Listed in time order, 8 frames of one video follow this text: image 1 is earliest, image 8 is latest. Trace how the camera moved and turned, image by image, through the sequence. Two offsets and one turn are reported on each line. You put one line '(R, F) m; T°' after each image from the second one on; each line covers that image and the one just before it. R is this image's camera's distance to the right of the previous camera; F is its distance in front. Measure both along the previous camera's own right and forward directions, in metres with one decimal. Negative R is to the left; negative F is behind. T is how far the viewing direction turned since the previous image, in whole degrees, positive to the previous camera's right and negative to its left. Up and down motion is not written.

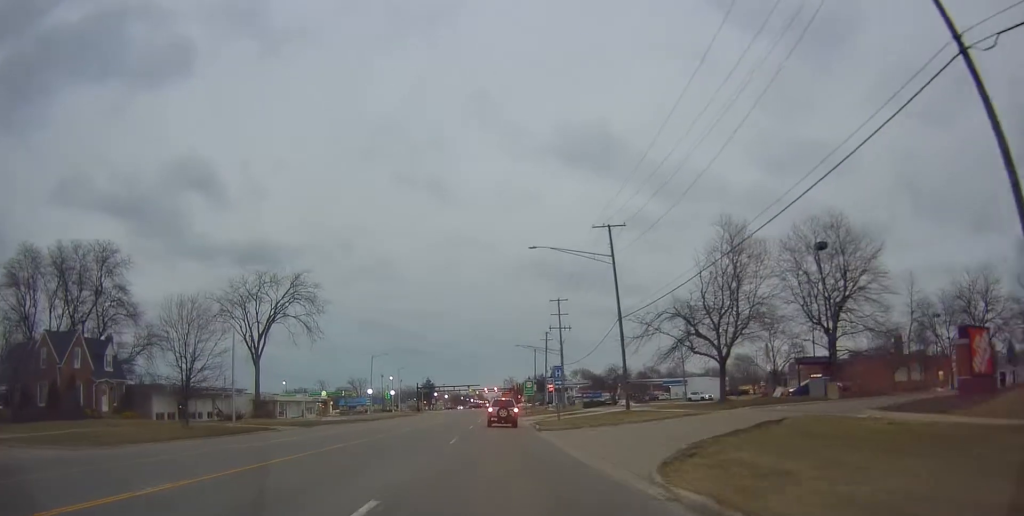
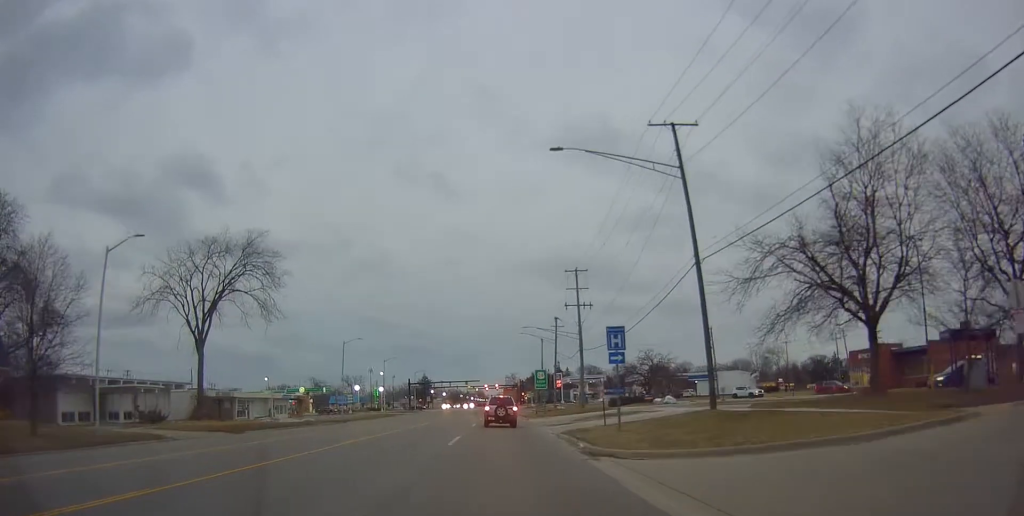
(-0.3, +16.4) m; +1°
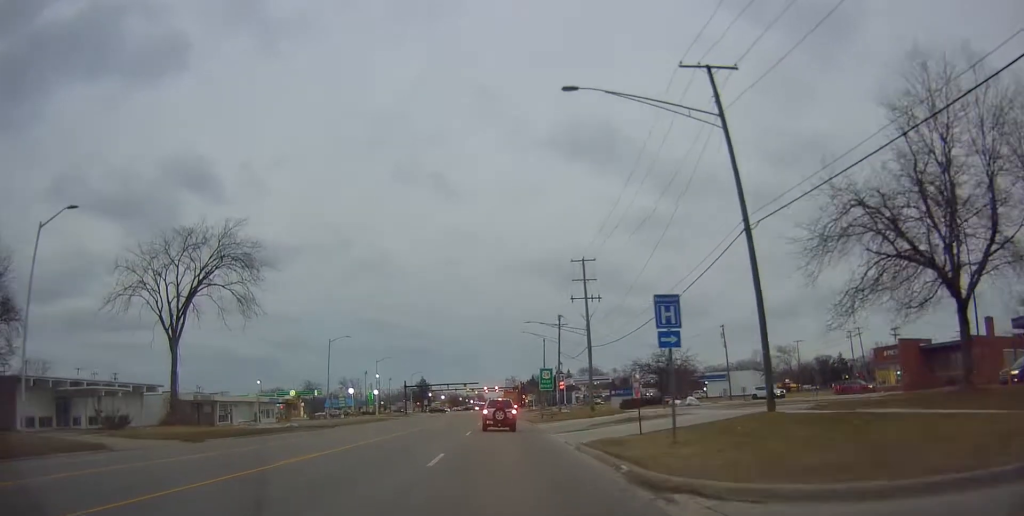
(+0.1, +5.7) m; +1°
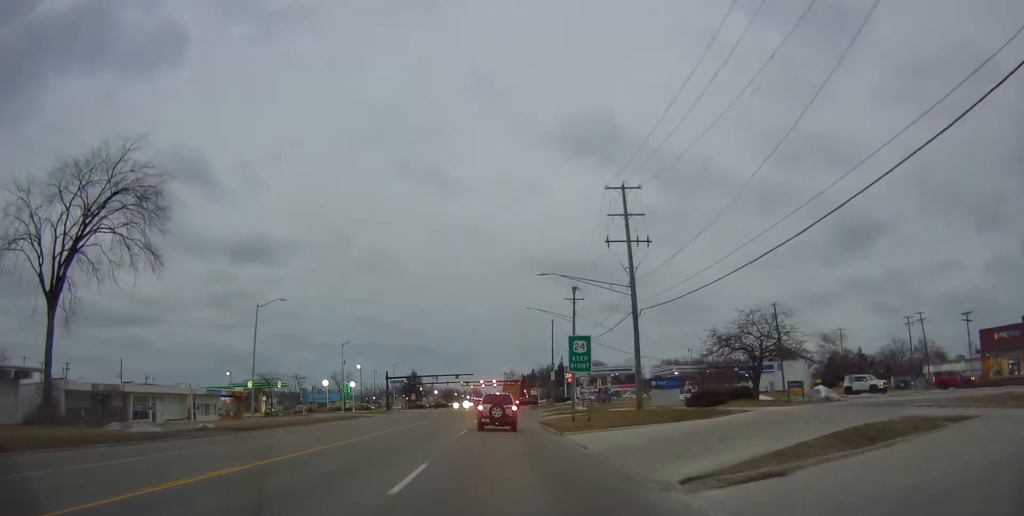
(+0.2, +19.2) m; 0°
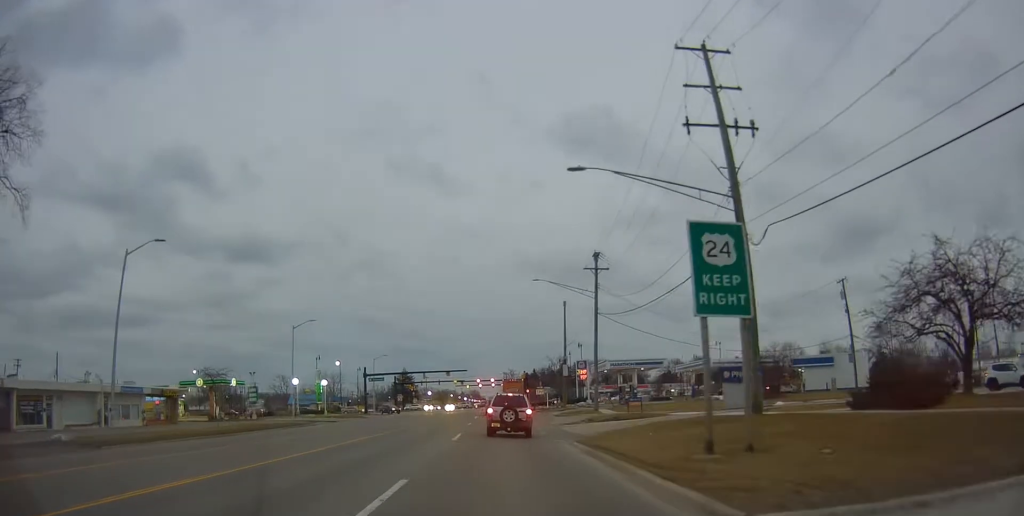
(-0.6, +18.0) m; -2°
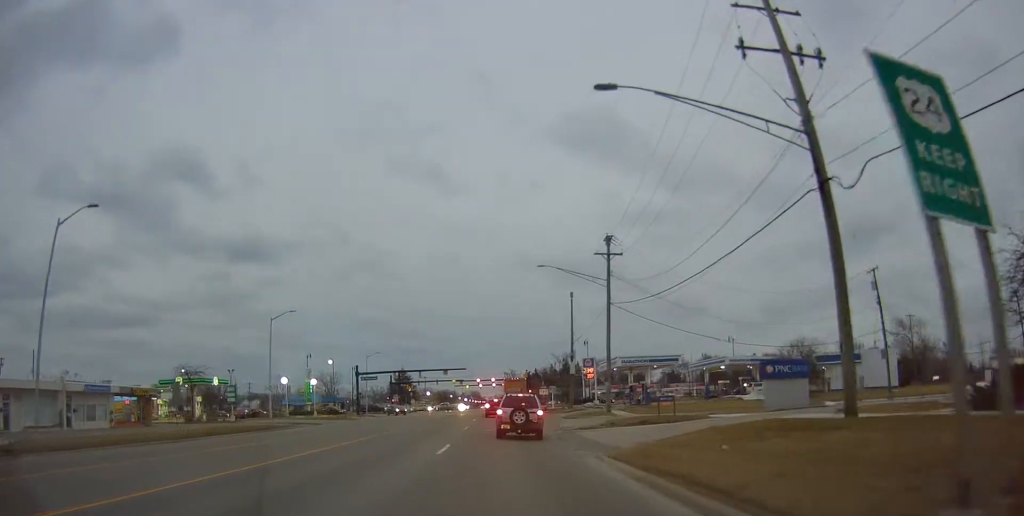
(-0.2, +6.1) m; 0°
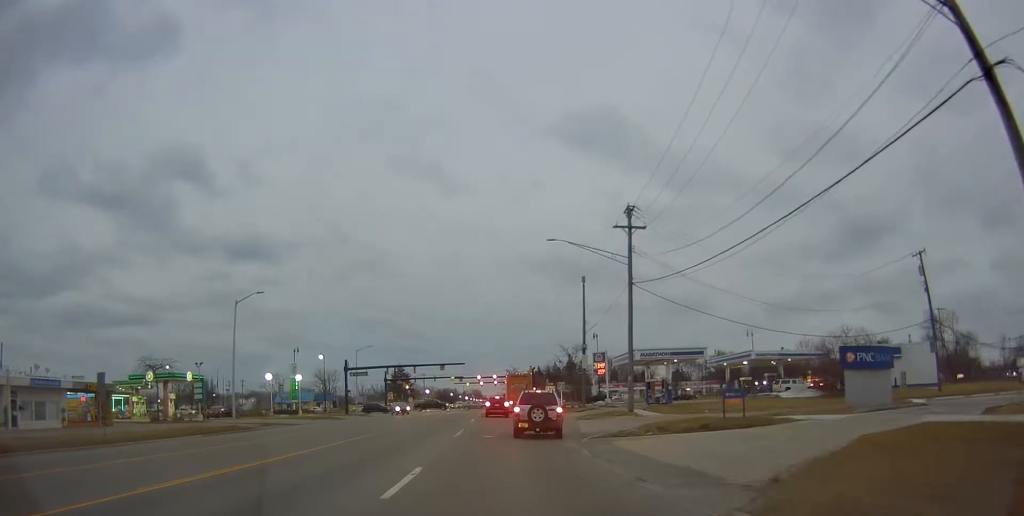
(+0.3, +7.7) m; +2°
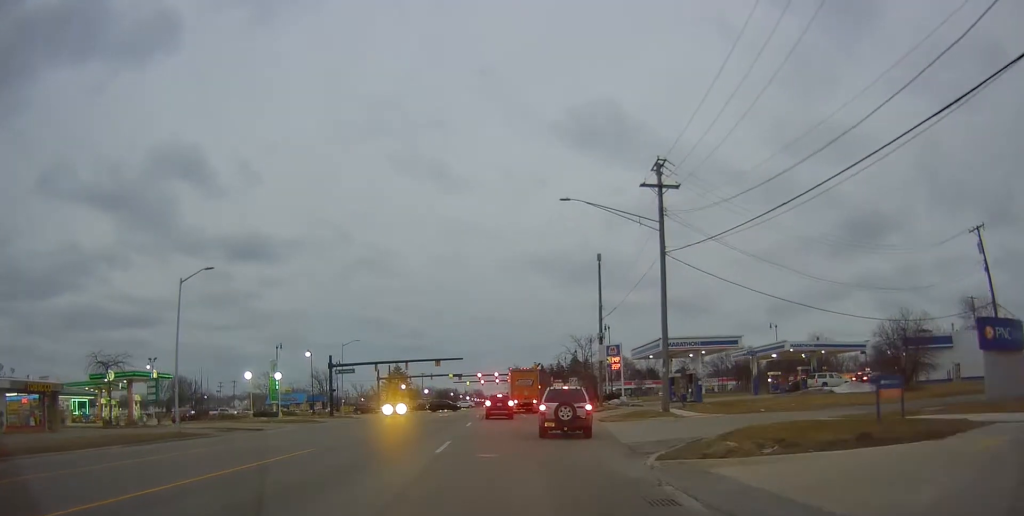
(+0.1, +8.5) m; +1°
